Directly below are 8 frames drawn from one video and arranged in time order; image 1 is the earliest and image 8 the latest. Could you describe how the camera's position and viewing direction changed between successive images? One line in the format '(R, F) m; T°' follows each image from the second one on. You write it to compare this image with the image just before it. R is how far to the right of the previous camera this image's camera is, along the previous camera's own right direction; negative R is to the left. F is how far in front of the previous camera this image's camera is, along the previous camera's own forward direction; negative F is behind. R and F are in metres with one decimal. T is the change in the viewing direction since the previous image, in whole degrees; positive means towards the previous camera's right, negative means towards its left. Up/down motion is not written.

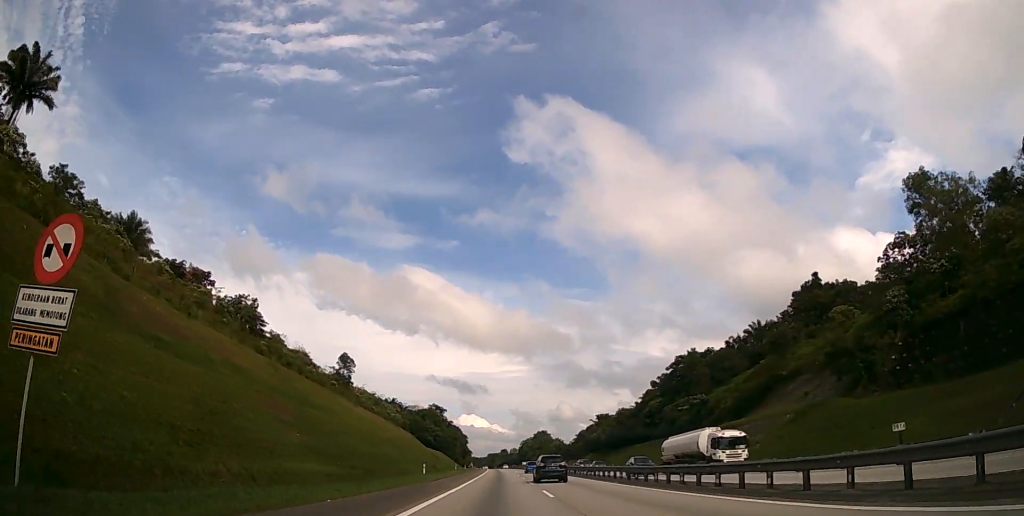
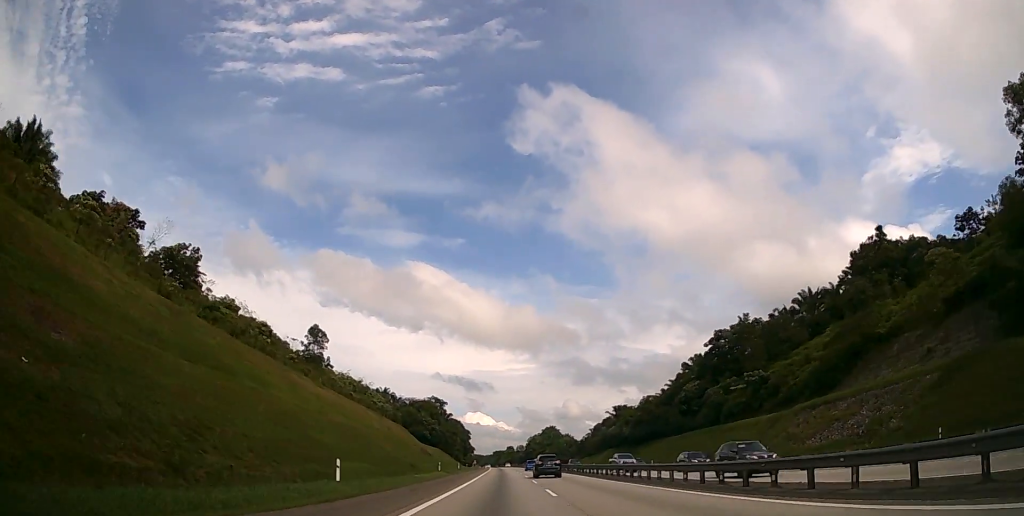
(-0.1, +24.2) m; 0°
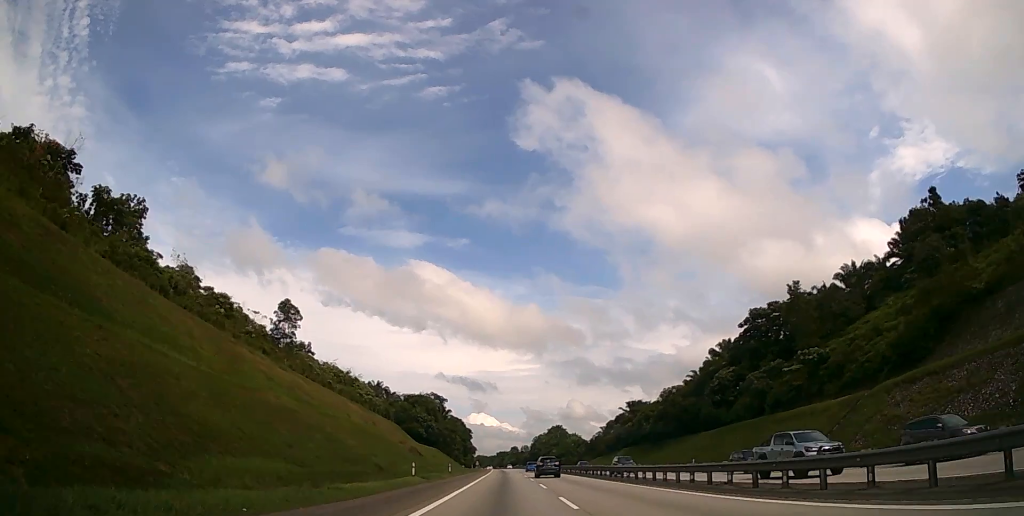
(0.0, +16.6) m; 0°
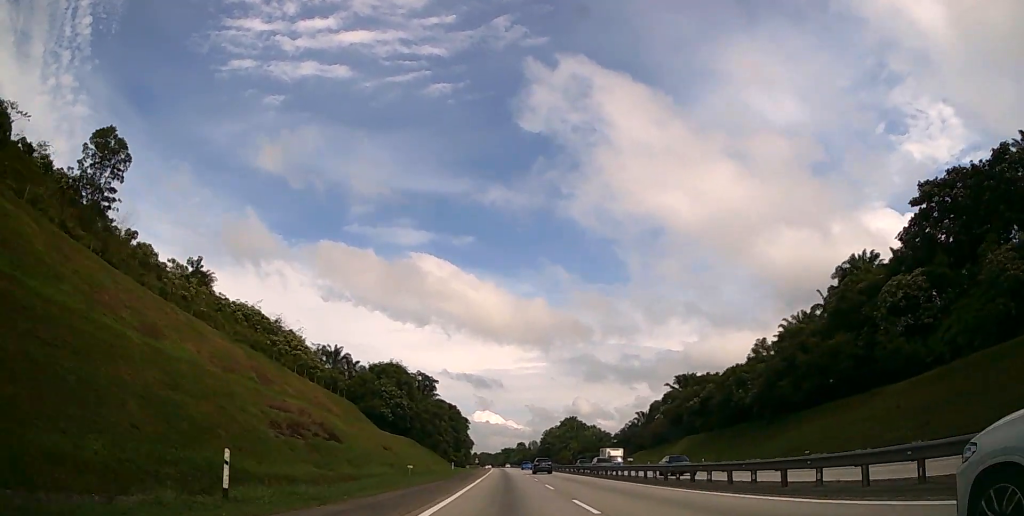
(-0.6, +49.6) m; -1°
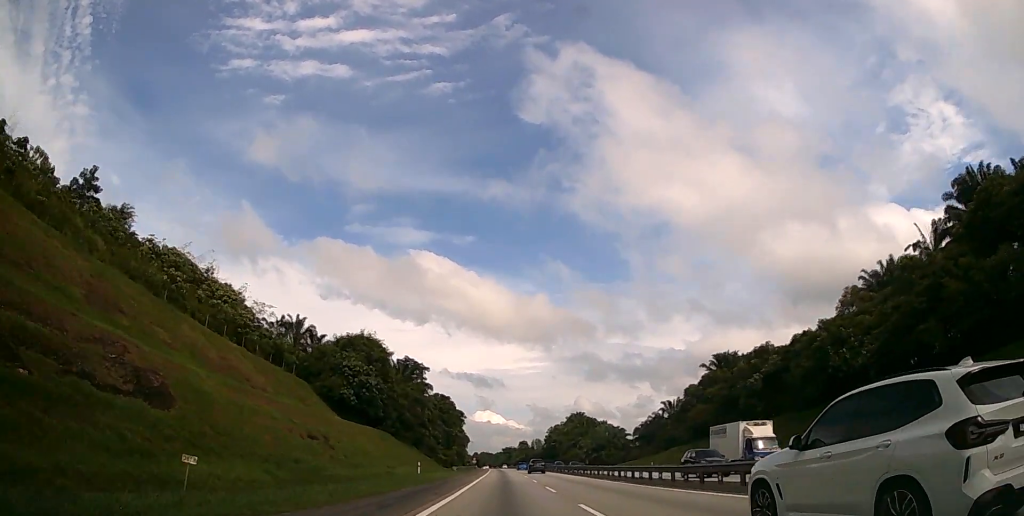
(0.0, +25.4) m; 0°
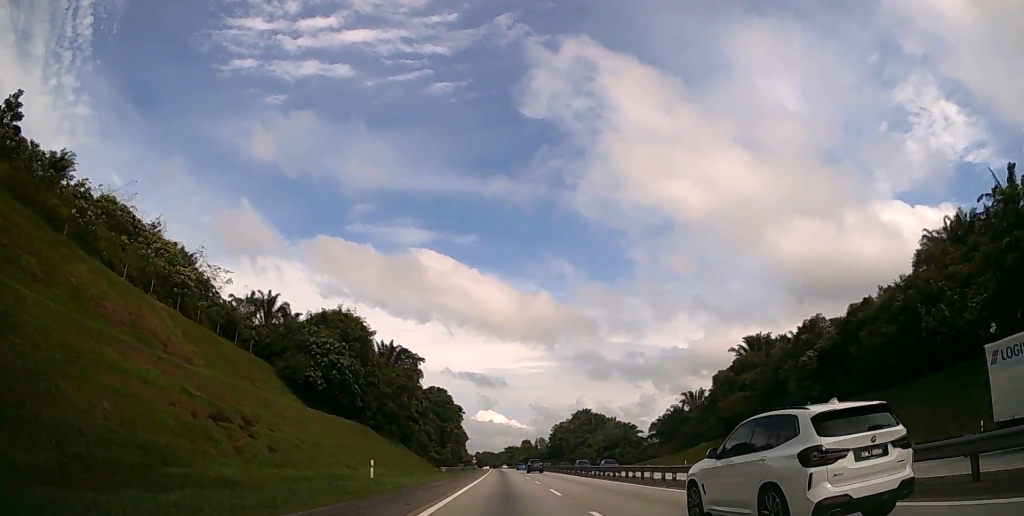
(0.0, +14.4) m; 0°
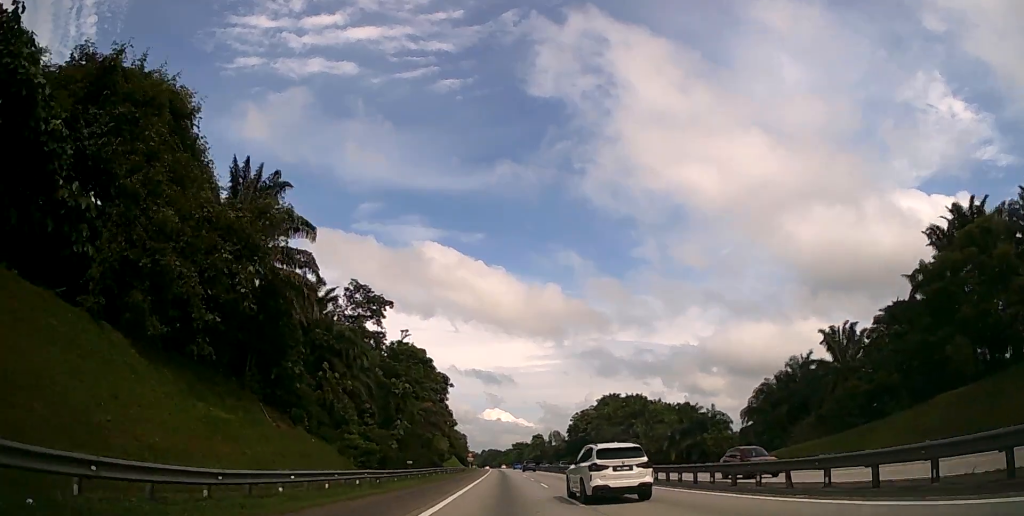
(-0.2, +53.0) m; -1°
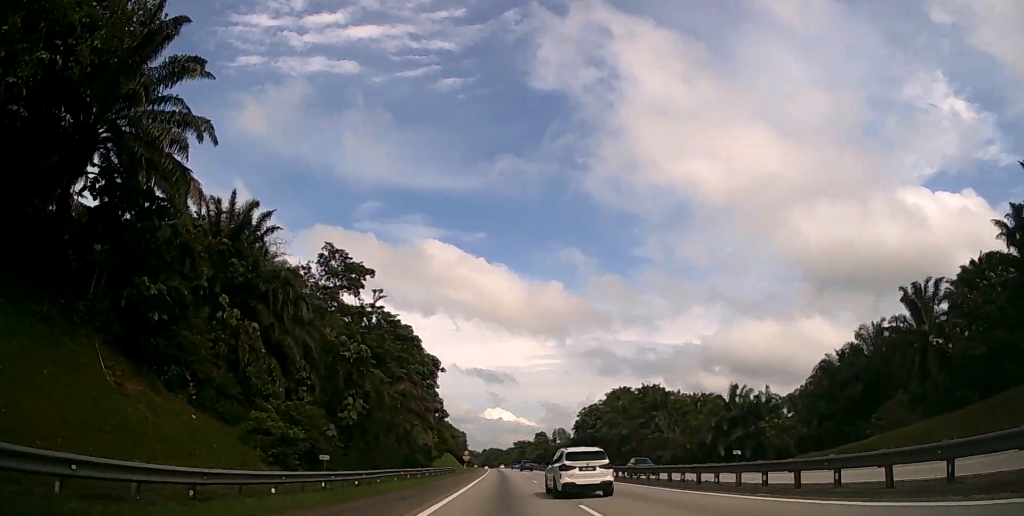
(0.0, +16.5) m; 0°
